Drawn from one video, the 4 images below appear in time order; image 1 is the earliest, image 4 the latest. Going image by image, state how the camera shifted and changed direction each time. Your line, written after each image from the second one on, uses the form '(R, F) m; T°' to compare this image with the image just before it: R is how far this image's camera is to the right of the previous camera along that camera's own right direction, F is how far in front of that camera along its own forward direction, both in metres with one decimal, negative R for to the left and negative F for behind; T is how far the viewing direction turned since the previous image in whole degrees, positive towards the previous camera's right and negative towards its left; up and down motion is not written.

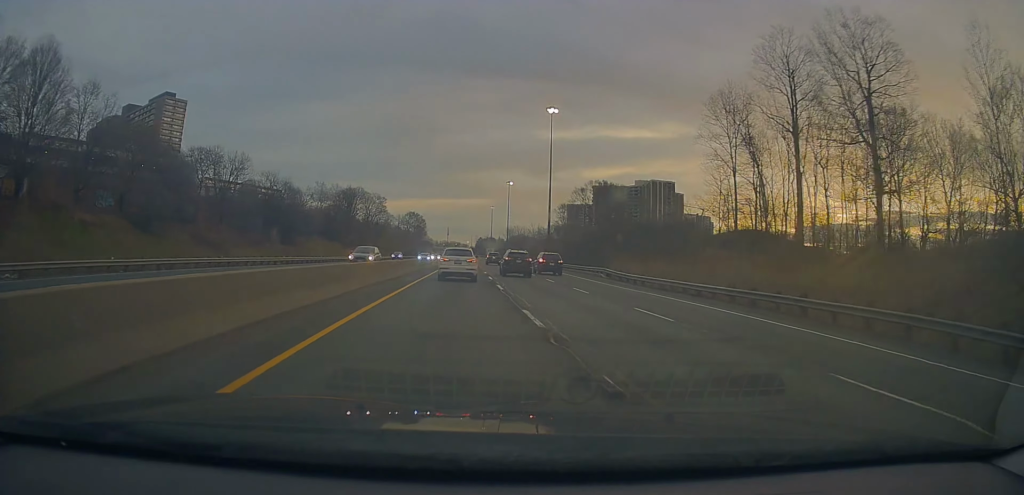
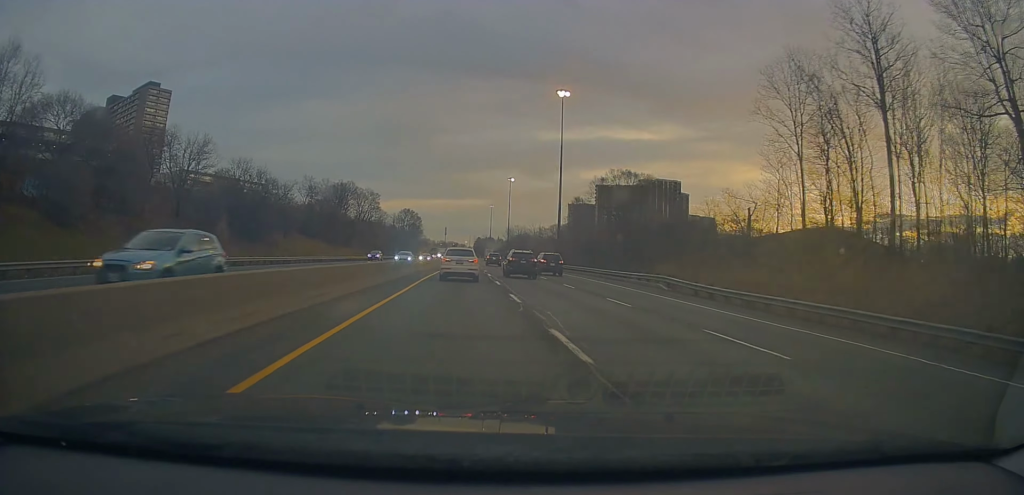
(+0.5, +14.5) m; +1°
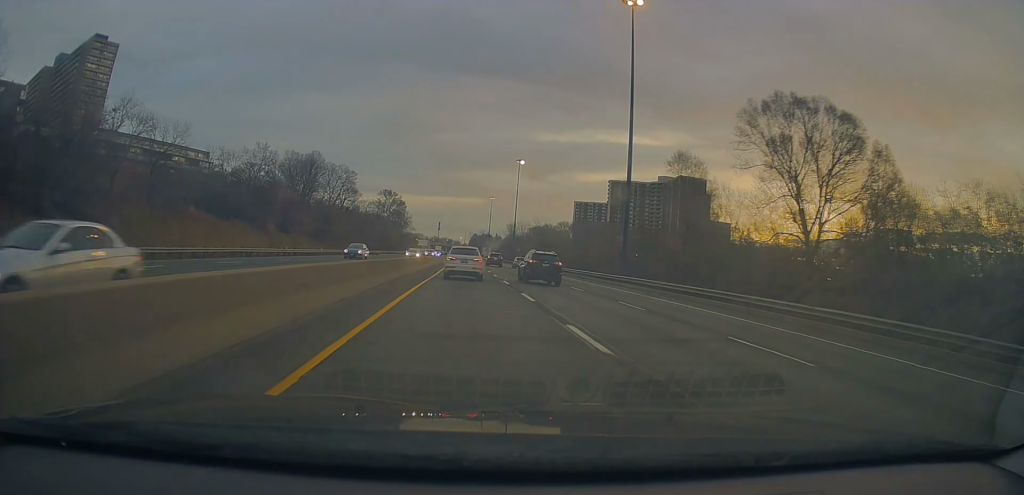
(+0.5, +45.7) m; 0°
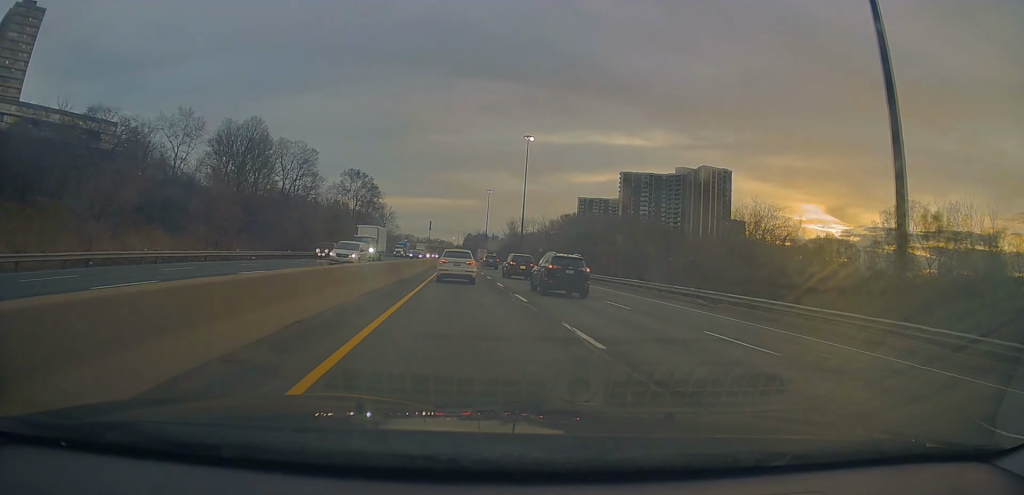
(+0.3, +42.5) m; +1°
